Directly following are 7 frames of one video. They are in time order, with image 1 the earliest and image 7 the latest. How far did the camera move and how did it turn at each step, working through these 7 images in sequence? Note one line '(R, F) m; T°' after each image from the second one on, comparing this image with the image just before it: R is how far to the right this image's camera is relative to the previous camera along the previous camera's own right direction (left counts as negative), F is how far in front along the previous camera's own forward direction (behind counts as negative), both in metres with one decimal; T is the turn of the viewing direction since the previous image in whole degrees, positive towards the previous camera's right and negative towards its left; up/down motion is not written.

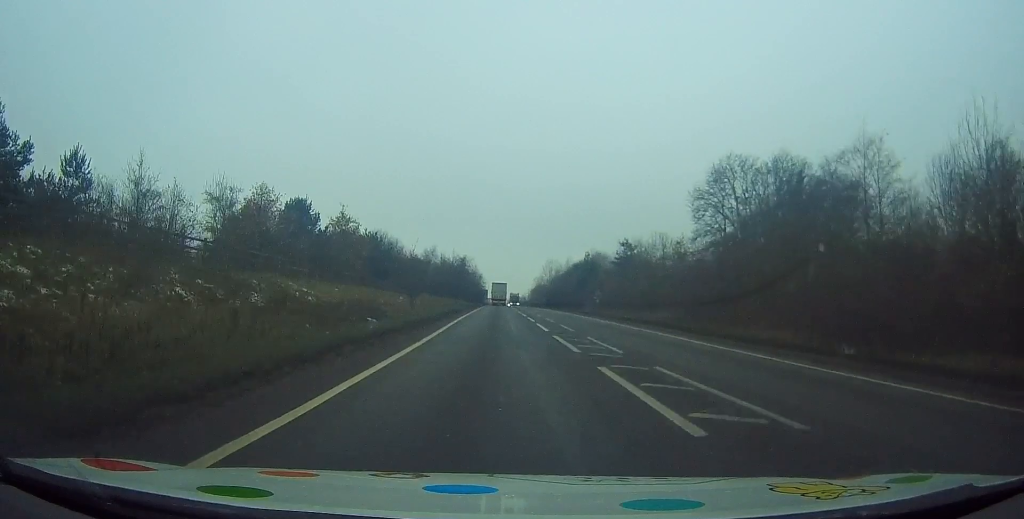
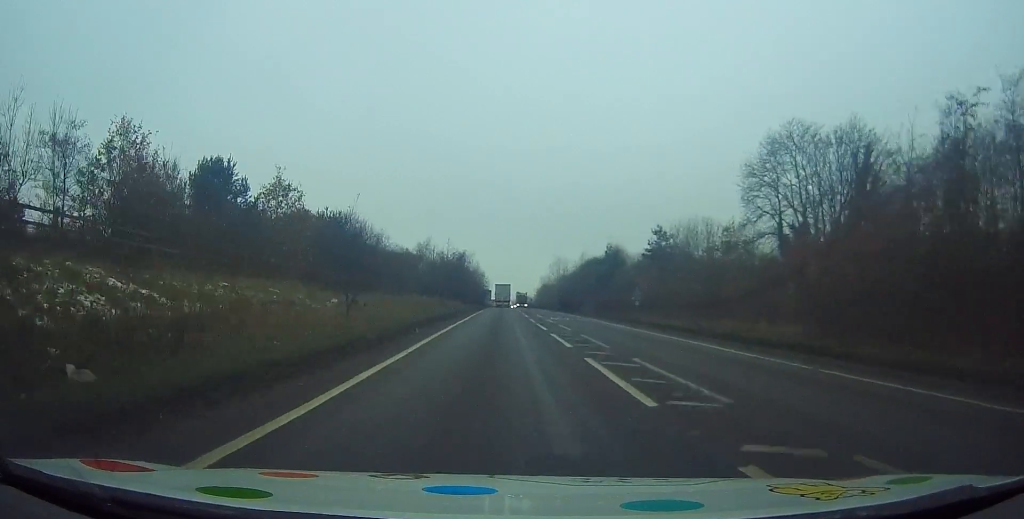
(-0.3, +15.4) m; -1°
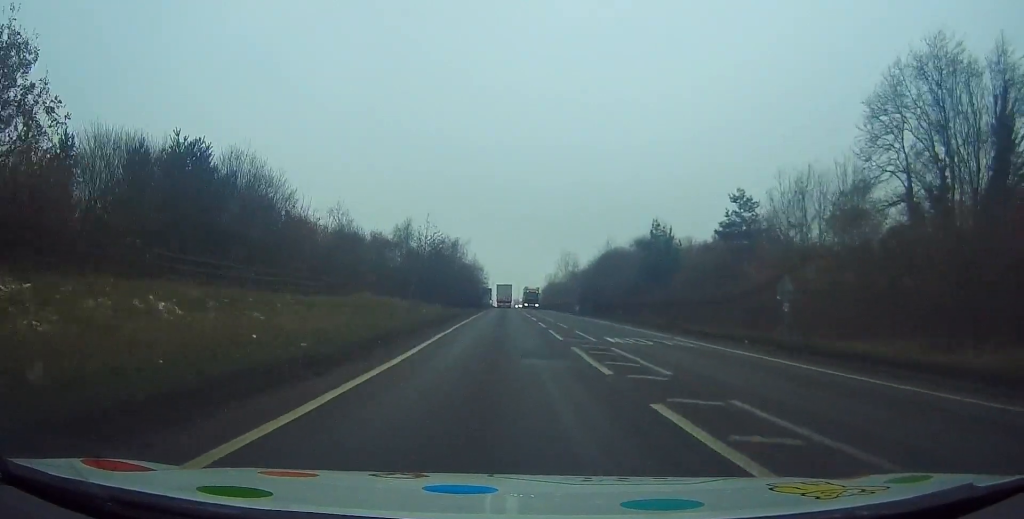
(+0.1, +23.2) m; 0°
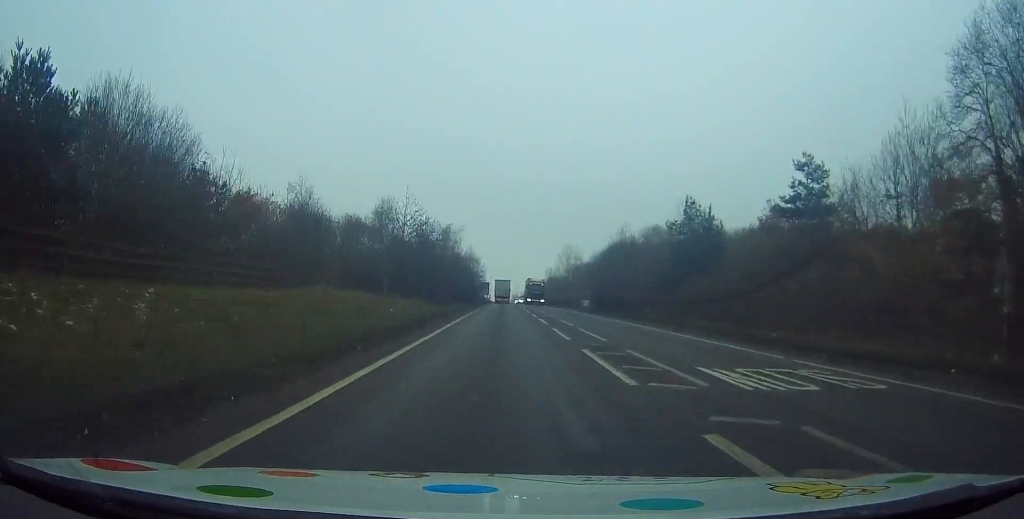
(-0.1, +10.8) m; 0°
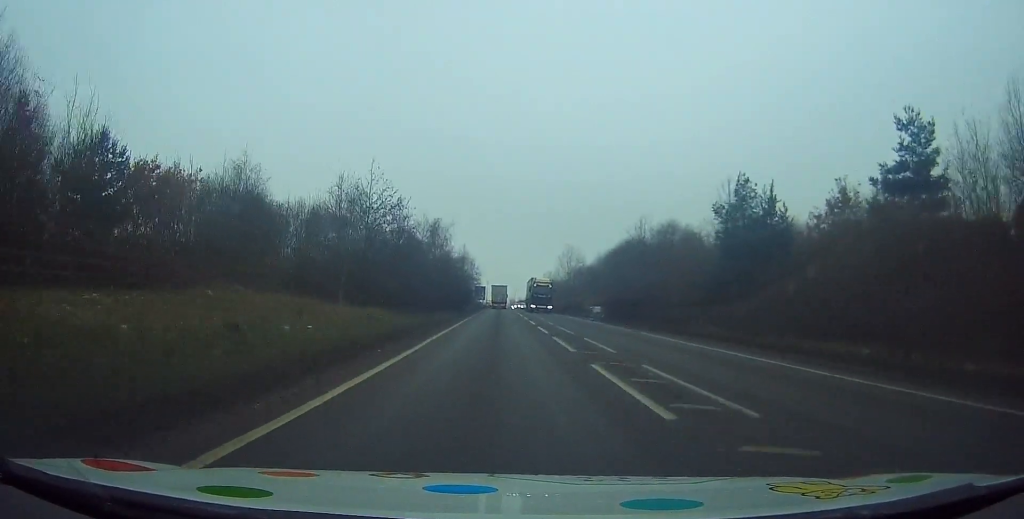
(0.0, +10.7) m; 0°
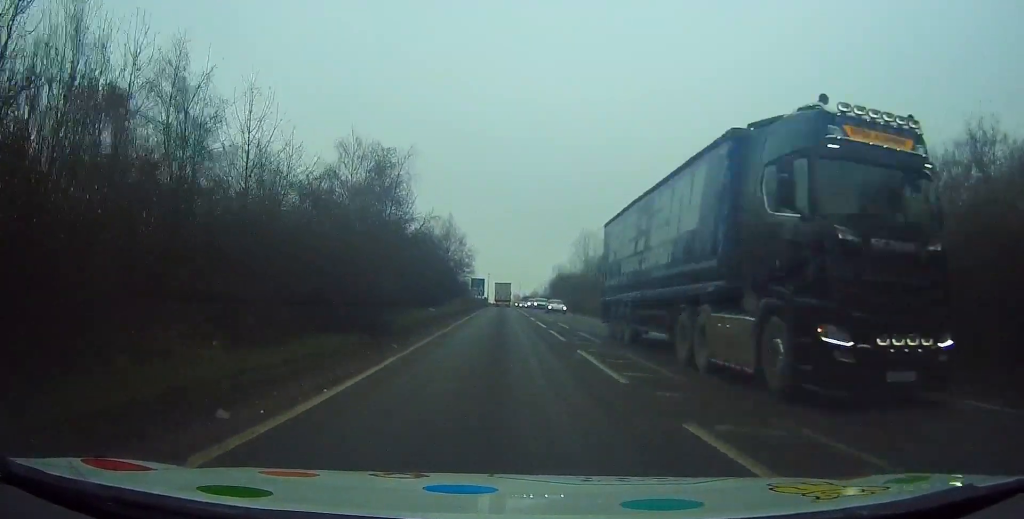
(0.0, +32.2) m; +1°
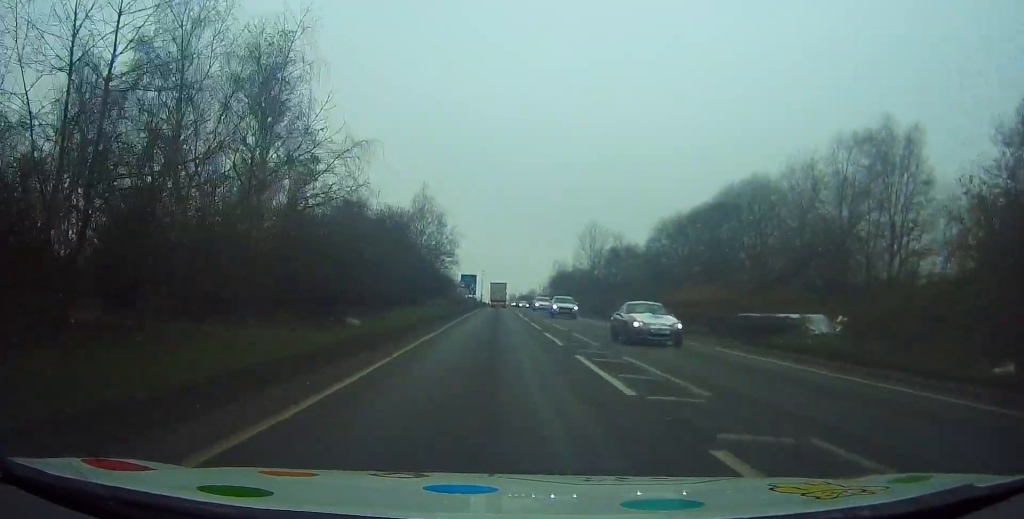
(+0.3, +18.3) m; +1°
